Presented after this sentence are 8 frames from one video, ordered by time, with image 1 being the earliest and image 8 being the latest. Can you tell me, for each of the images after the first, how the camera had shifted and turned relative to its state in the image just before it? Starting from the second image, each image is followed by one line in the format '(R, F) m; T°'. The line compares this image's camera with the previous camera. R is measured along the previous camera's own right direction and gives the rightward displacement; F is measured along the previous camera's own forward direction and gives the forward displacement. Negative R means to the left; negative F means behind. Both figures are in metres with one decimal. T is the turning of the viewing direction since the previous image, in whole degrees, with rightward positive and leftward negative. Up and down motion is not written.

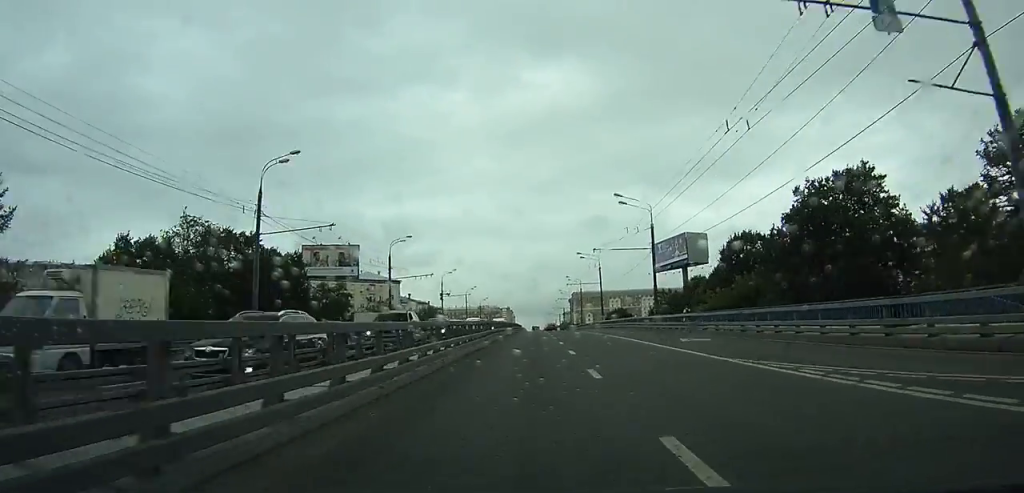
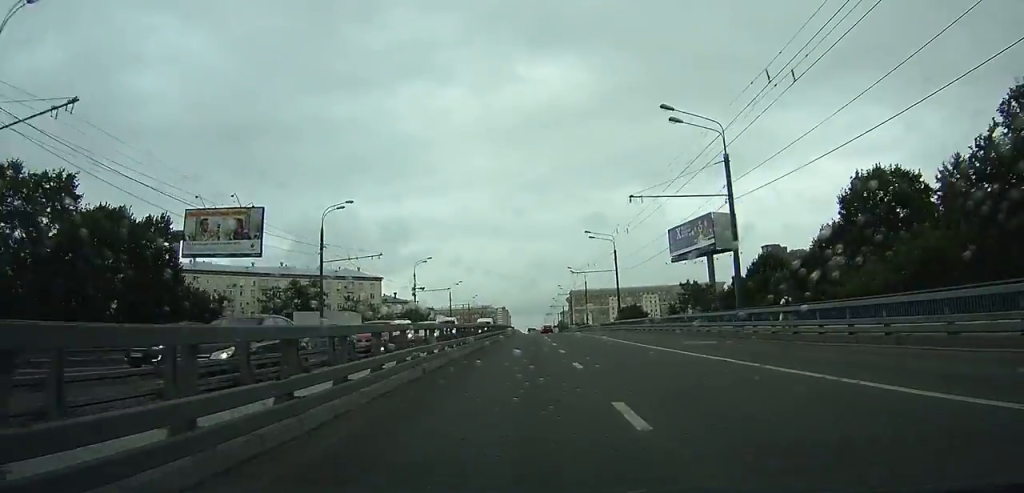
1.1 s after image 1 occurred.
(0.0, +21.5) m; 0°
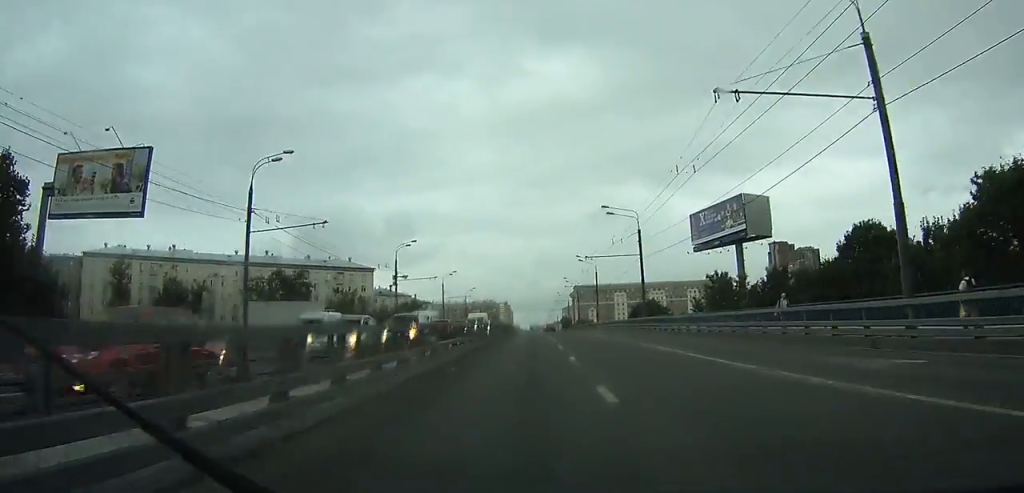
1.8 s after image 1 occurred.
(0.0, +13.6) m; 0°
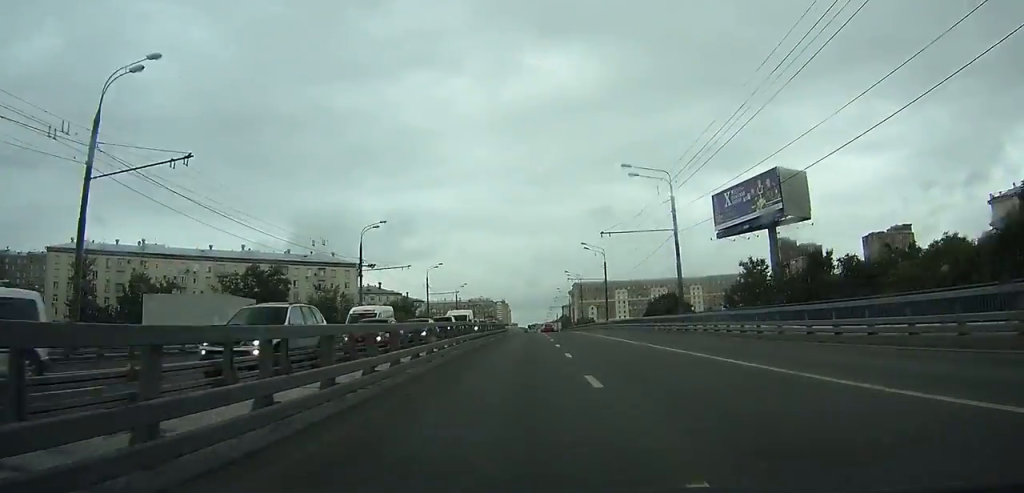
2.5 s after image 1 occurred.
(+0.1, +14.3) m; 0°
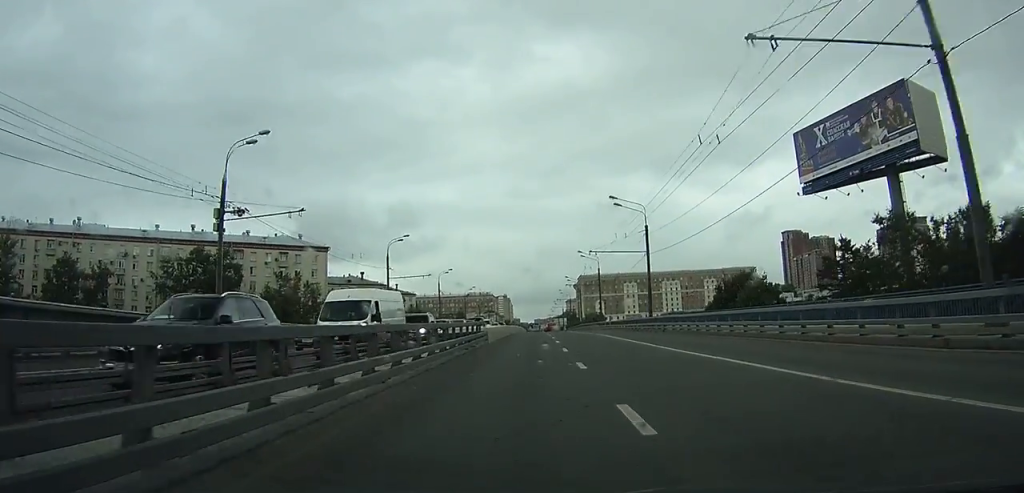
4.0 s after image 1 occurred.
(+0.1, +27.9) m; 0°
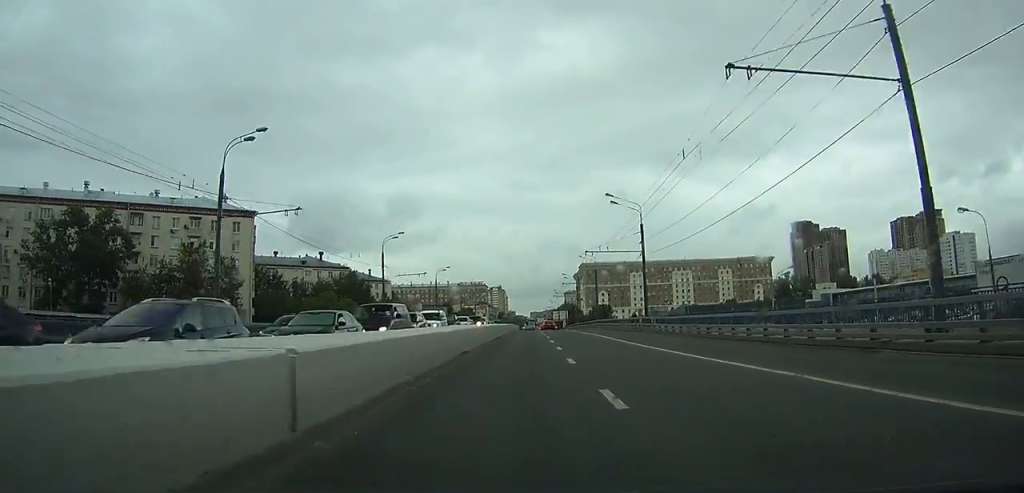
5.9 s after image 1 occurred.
(-0.1, +37.8) m; 0°
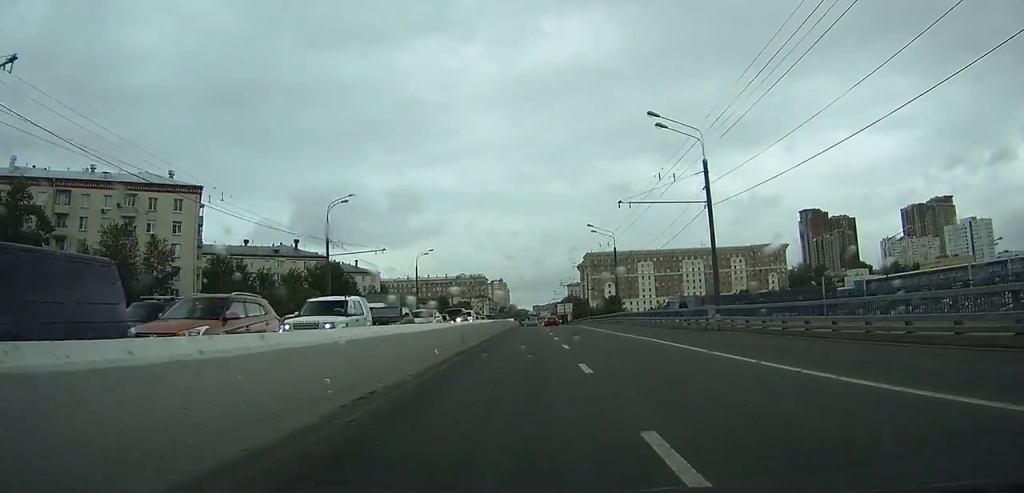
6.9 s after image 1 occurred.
(-0.1, +19.6) m; 0°
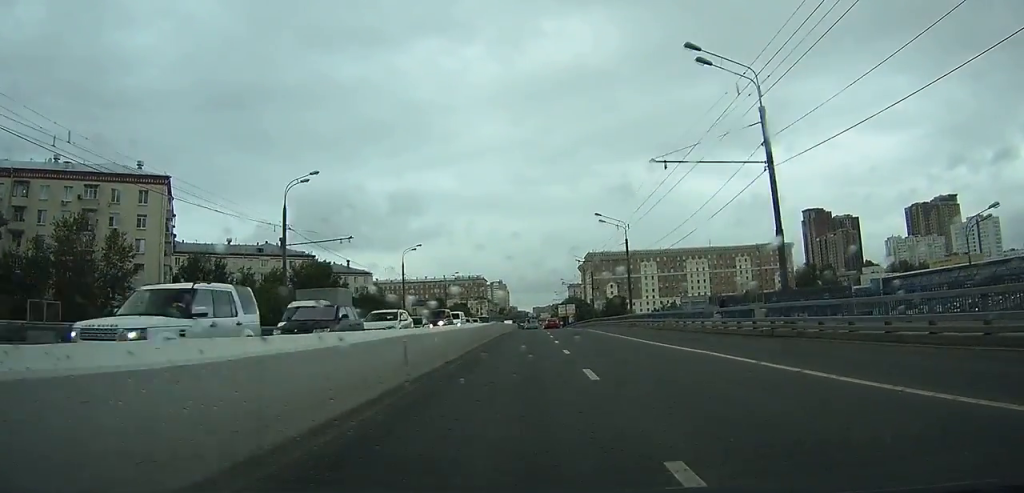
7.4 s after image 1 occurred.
(0.0, +9.1) m; 0°
